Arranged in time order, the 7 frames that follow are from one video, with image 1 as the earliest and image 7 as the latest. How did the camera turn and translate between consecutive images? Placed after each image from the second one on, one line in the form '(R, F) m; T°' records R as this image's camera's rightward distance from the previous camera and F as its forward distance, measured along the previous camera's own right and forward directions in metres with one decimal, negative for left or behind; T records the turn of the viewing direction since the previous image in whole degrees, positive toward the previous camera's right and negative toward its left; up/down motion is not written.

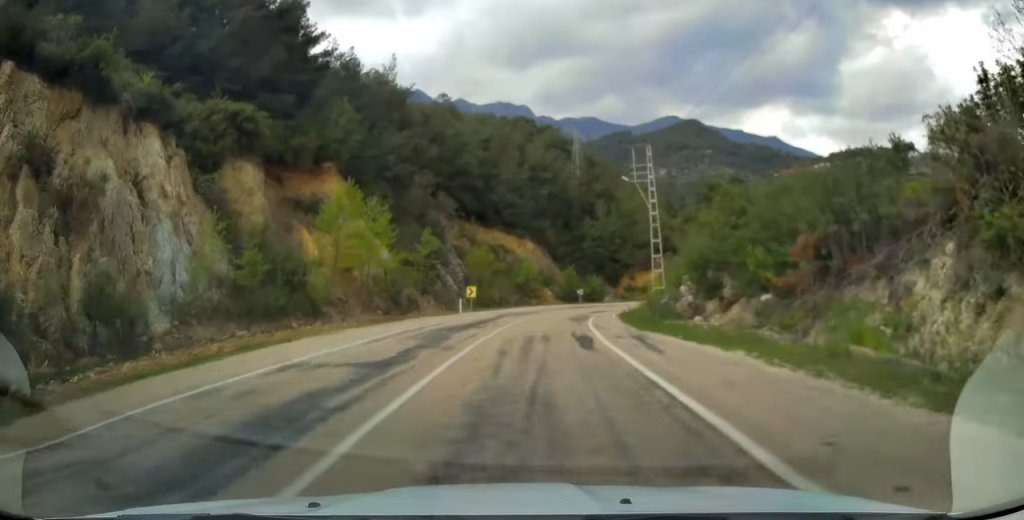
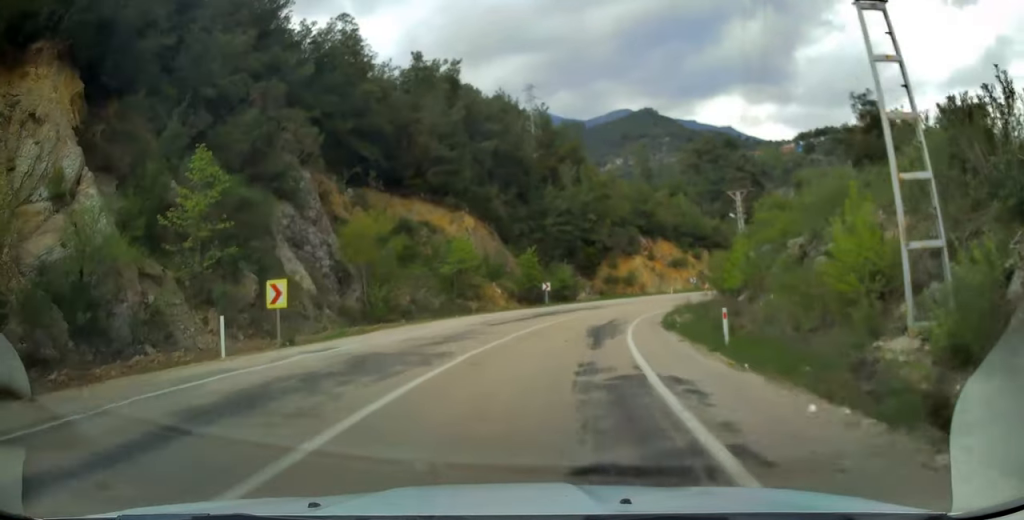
(0.0, +30.2) m; +4°
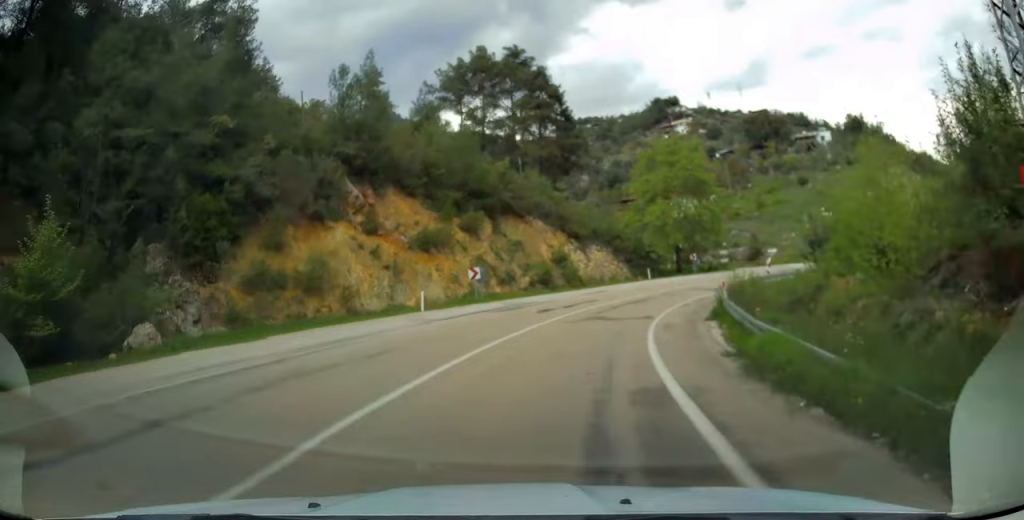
(+11.1, +48.6) m; +28°
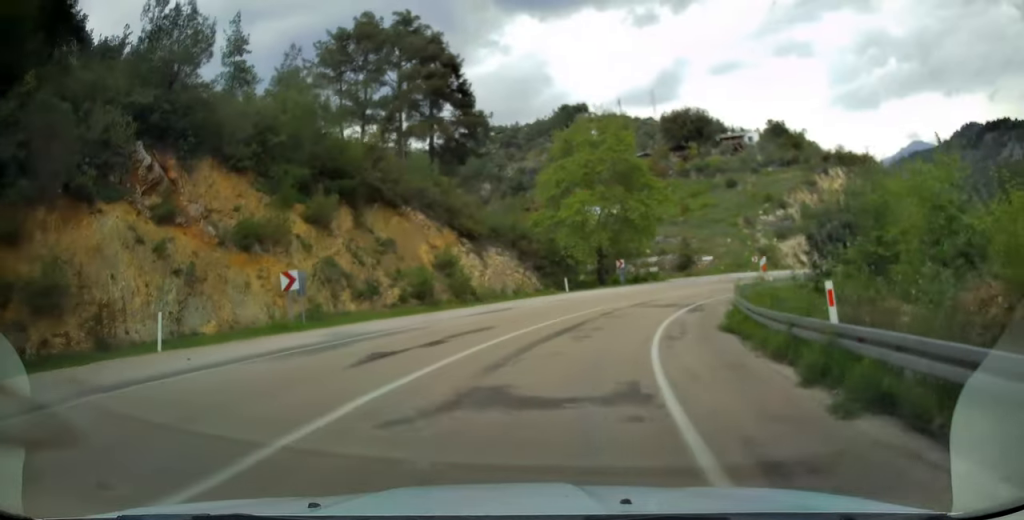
(+1.1, +13.5) m; +9°
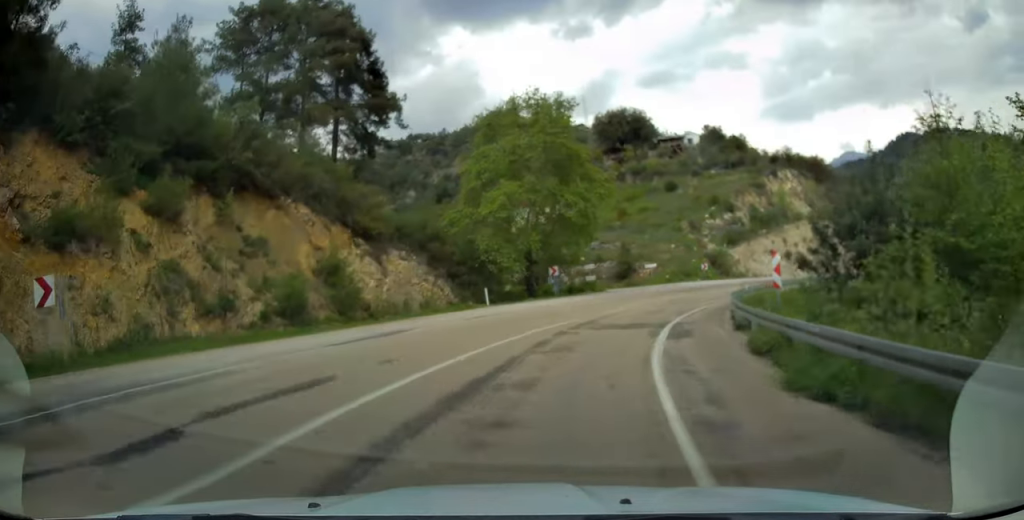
(+0.3, +8.4) m; +6°
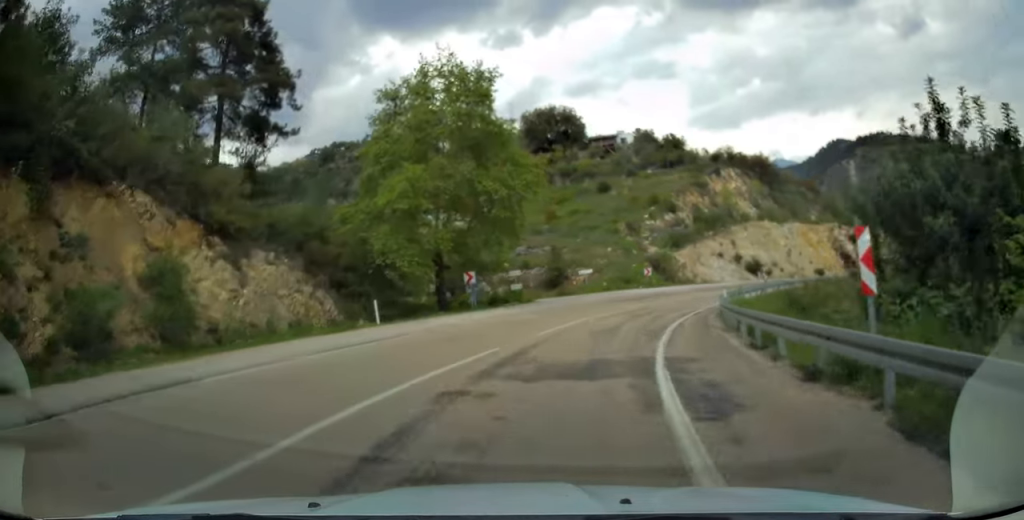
(+0.6, +8.5) m; +6°
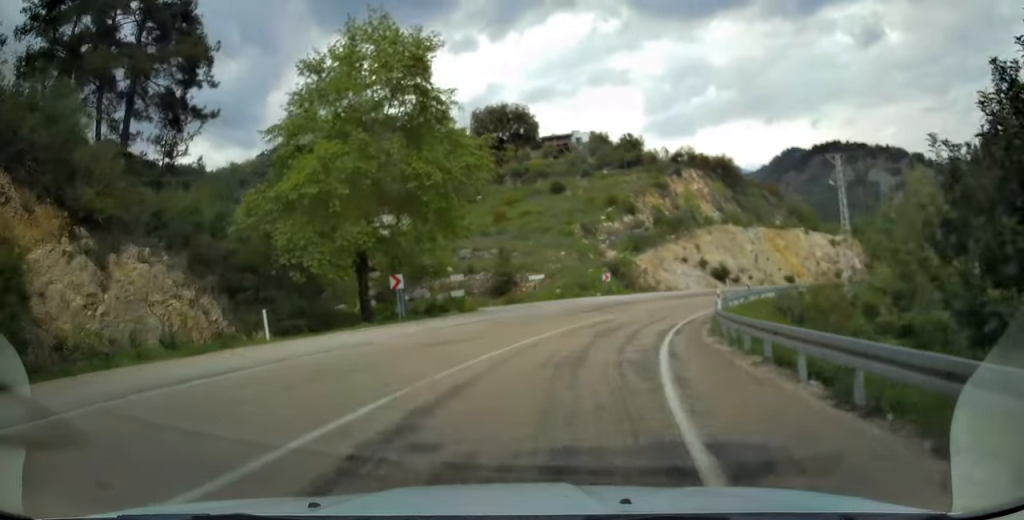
(+0.1, +6.0) m; +5°
